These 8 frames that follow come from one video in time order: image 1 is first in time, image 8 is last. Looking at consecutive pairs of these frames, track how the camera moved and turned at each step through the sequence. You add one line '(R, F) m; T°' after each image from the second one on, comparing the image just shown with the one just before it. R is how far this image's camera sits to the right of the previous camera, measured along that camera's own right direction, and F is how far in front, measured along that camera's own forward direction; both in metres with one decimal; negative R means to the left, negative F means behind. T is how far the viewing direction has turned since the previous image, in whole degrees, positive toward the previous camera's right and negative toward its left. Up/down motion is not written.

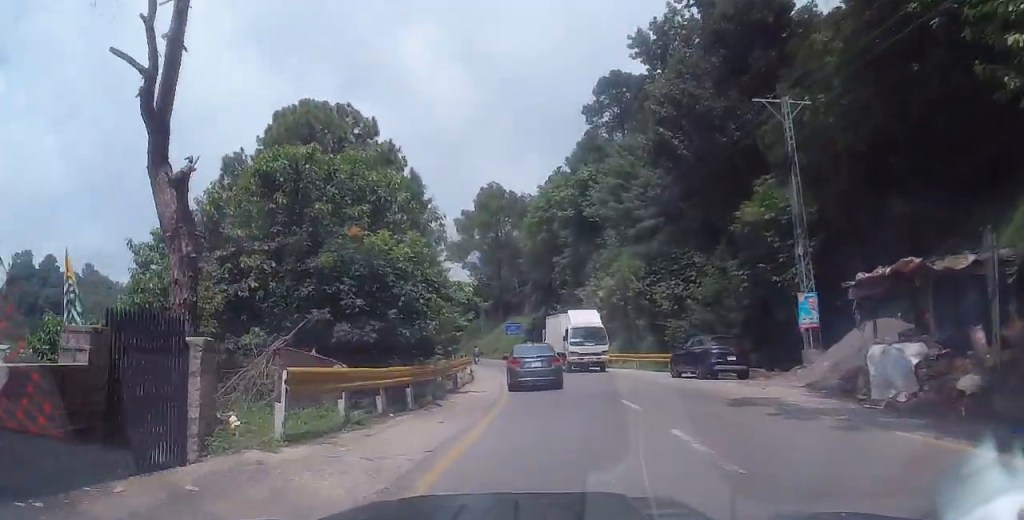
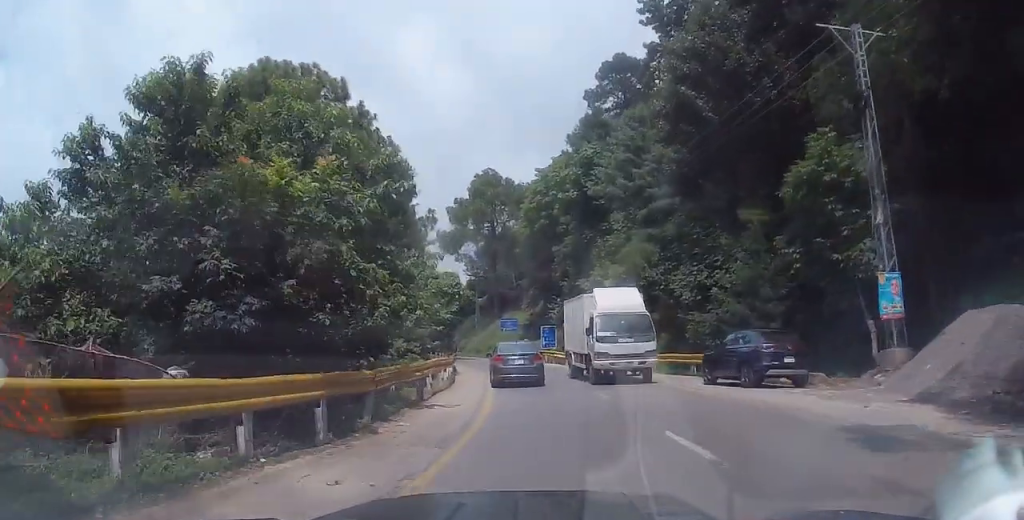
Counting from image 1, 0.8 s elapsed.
(+0.1, +5.7) m; +1°
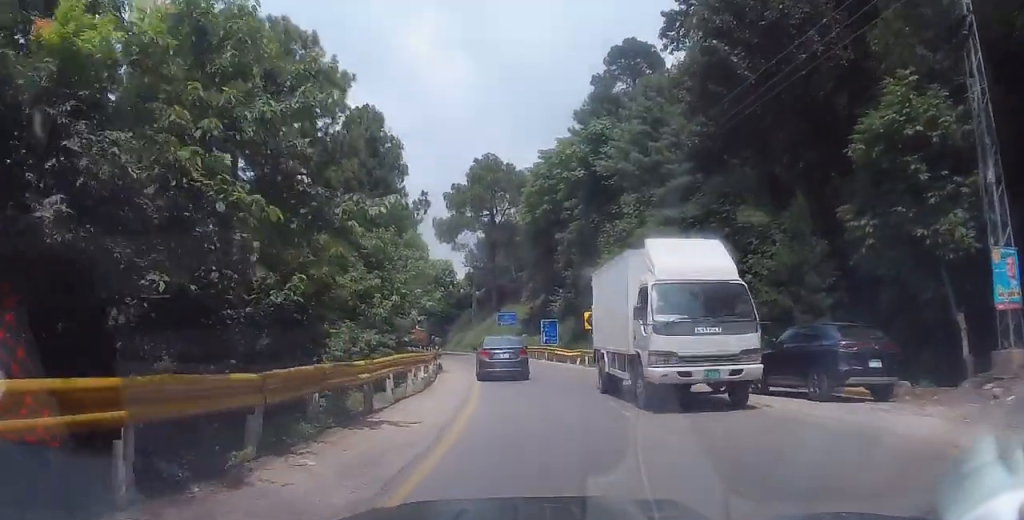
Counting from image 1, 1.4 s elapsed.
(0.0, +4.6) m; 0°
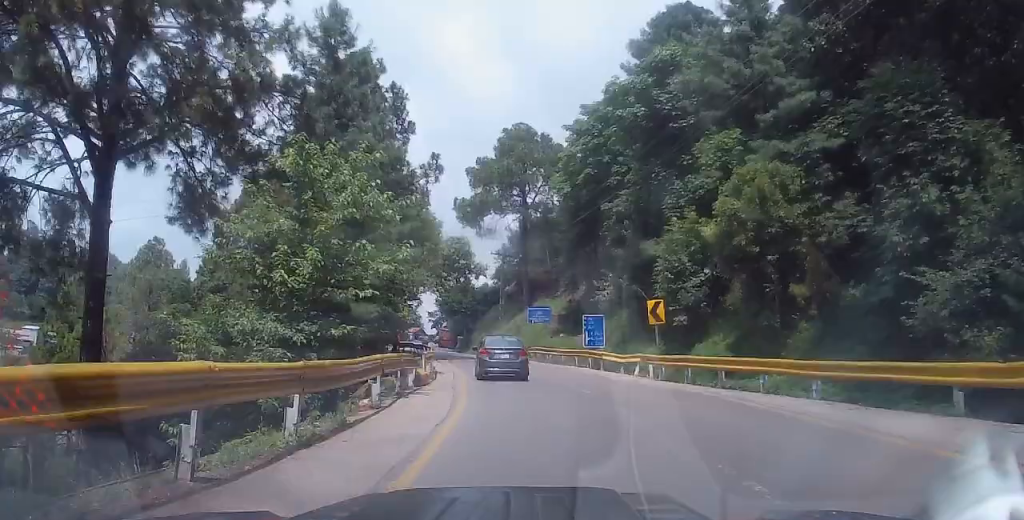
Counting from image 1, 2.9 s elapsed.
(0.0, +11.4) m; -1°
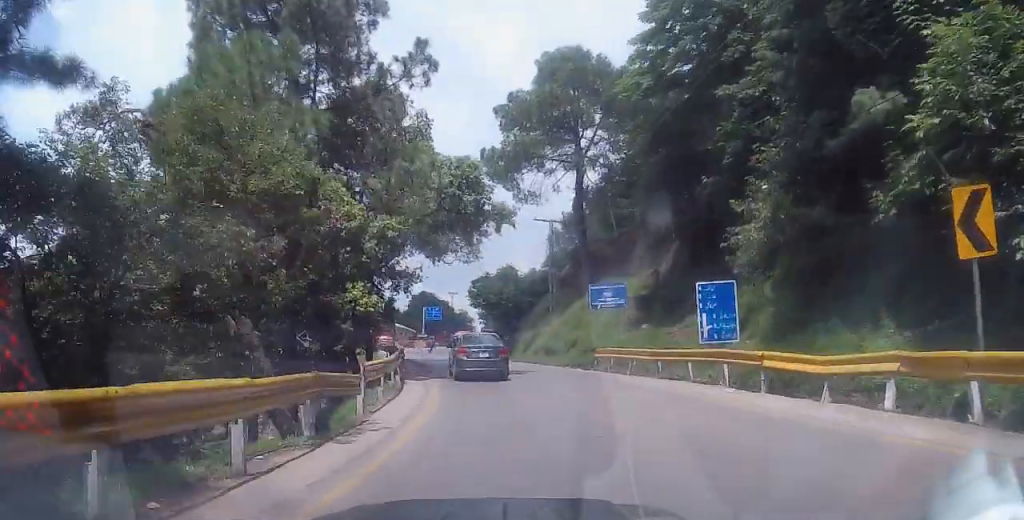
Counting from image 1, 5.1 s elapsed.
(-1.3, +17.5) m; -8°
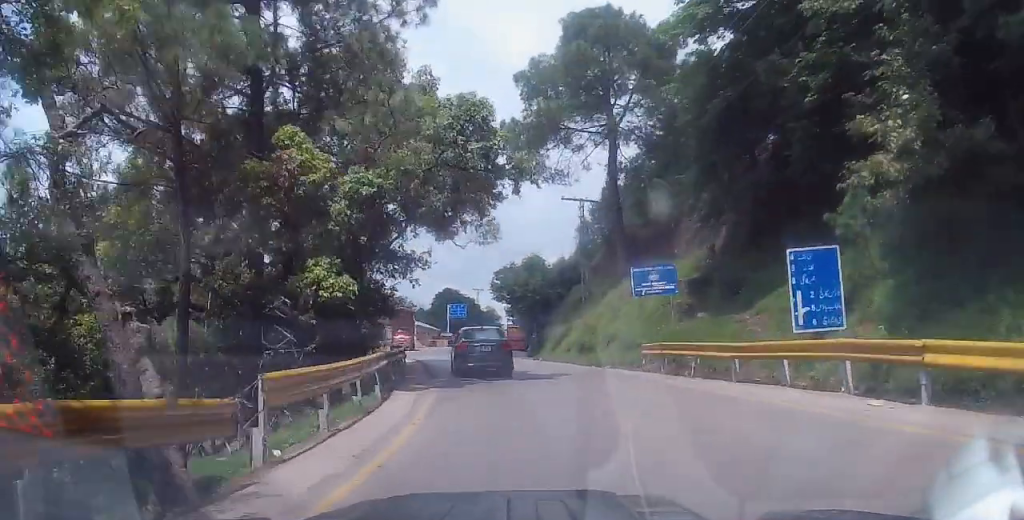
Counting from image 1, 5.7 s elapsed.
(0.0, +5.4) m; 0°
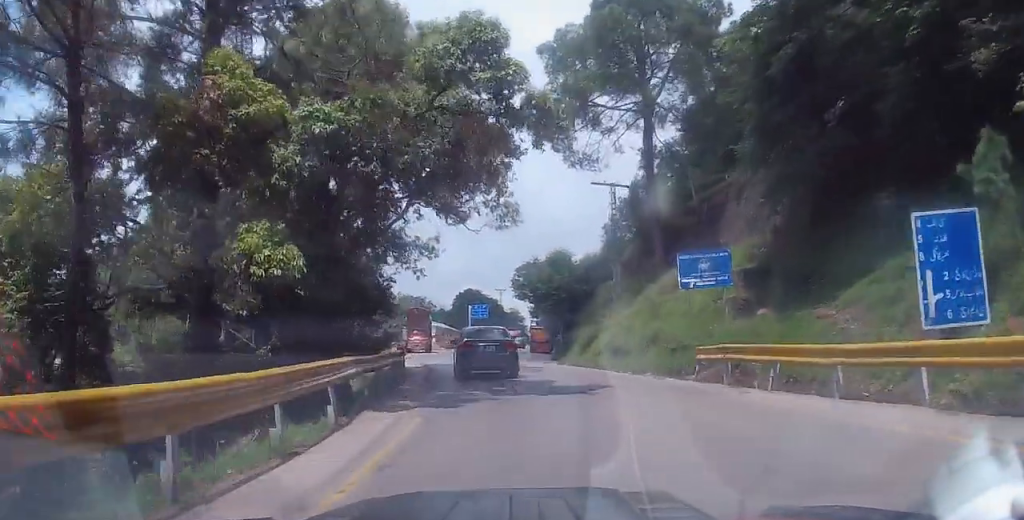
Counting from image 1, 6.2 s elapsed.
(0.0, +4.3) m; 0°
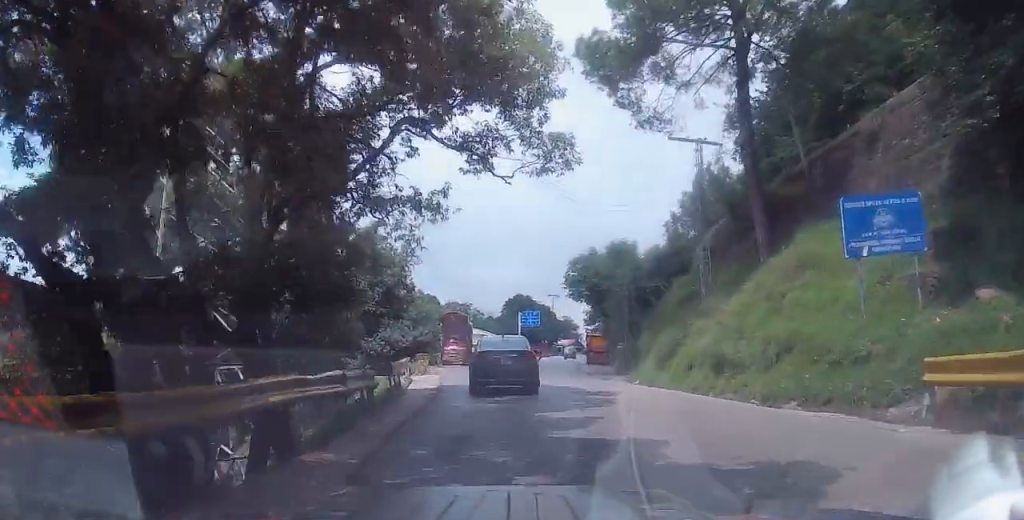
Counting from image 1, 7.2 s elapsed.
(-0.2, +9.0) m; -7°
